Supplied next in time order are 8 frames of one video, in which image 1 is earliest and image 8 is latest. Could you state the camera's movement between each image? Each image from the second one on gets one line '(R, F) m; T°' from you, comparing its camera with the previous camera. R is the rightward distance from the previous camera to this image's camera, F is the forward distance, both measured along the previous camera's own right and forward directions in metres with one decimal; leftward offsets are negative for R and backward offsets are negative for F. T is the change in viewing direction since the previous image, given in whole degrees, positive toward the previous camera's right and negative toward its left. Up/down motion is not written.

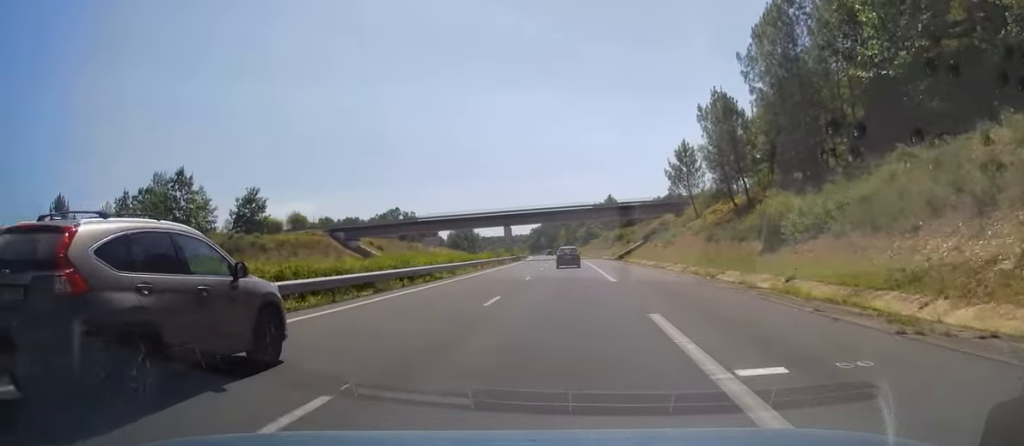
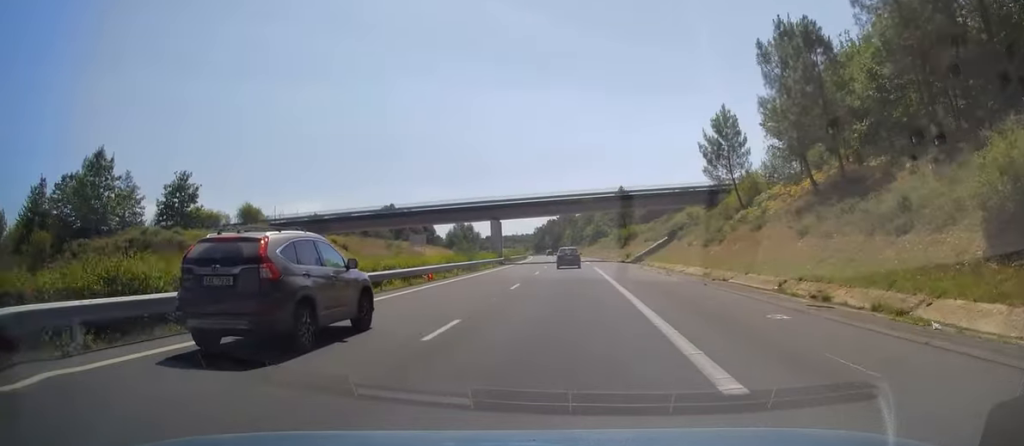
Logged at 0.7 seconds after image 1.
(-0.1, +19.2) m; -1°
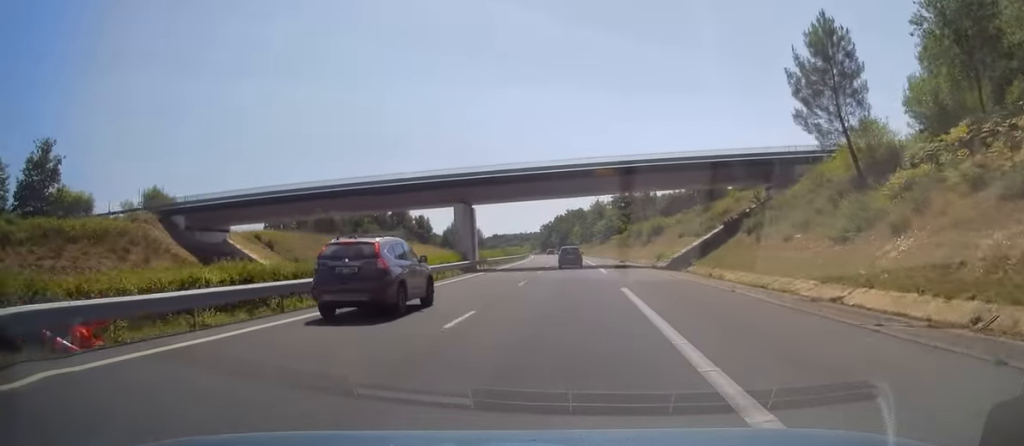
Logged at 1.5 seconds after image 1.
(-0.4, +24.6) m; -1°
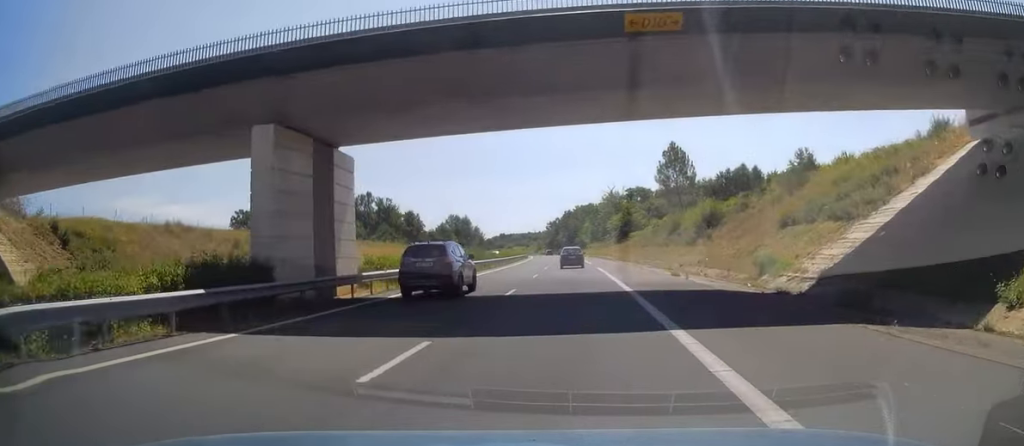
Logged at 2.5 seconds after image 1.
(-0.1, +31.0) m; 0°
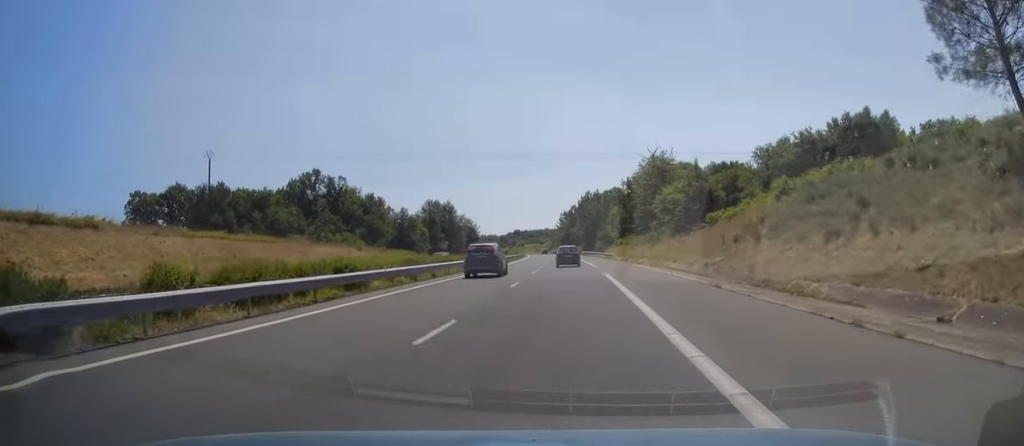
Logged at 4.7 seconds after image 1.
(-1.9, +62.9) m; -3°
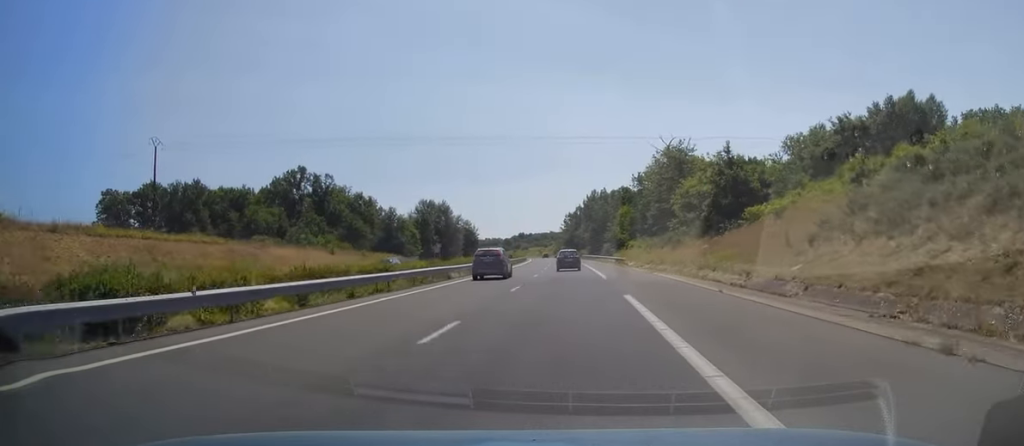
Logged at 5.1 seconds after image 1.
(+0.1, +12.8) m; 0°
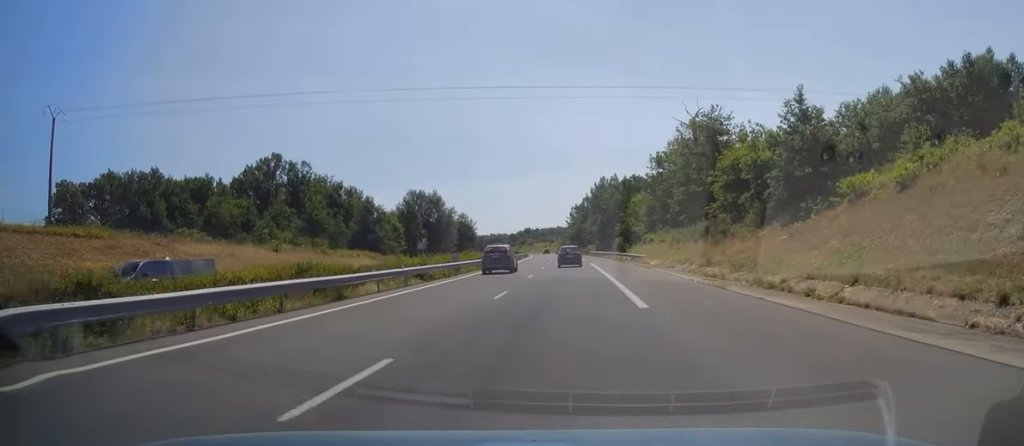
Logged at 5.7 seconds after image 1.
(+0.1, +17.6) m; 0°
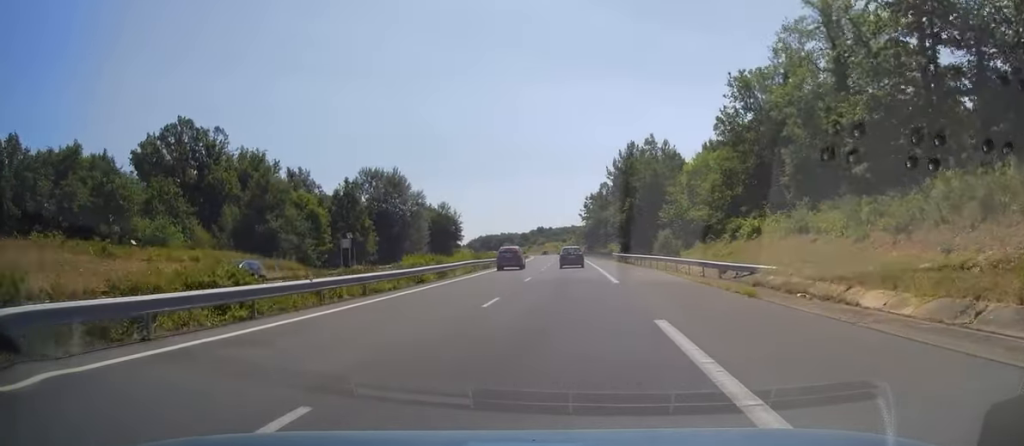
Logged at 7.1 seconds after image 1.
(-0.9, +41.7) m; -1°
